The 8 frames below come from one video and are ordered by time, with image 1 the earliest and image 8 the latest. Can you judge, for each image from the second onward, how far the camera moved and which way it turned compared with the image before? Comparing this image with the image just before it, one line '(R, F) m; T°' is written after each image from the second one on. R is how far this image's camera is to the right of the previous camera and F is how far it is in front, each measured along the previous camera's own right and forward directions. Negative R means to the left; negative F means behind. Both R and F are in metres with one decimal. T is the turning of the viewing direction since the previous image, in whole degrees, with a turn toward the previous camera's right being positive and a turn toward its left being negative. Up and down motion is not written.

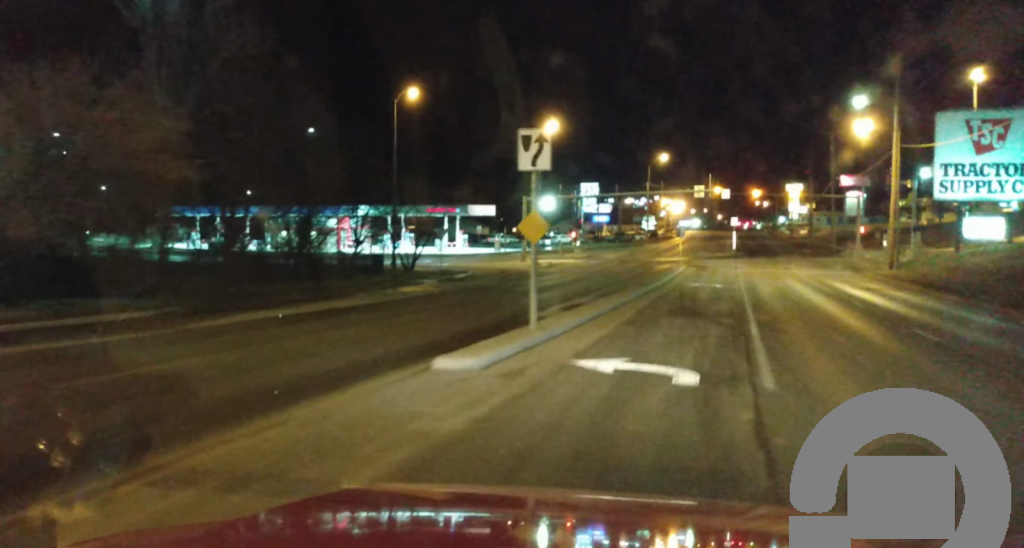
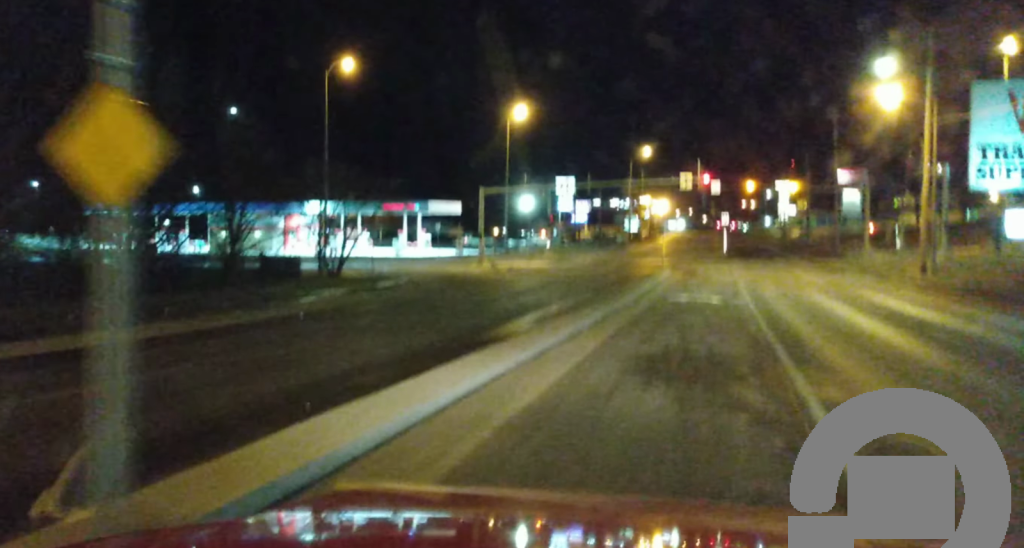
(+0.2, +13.2) m; +1°
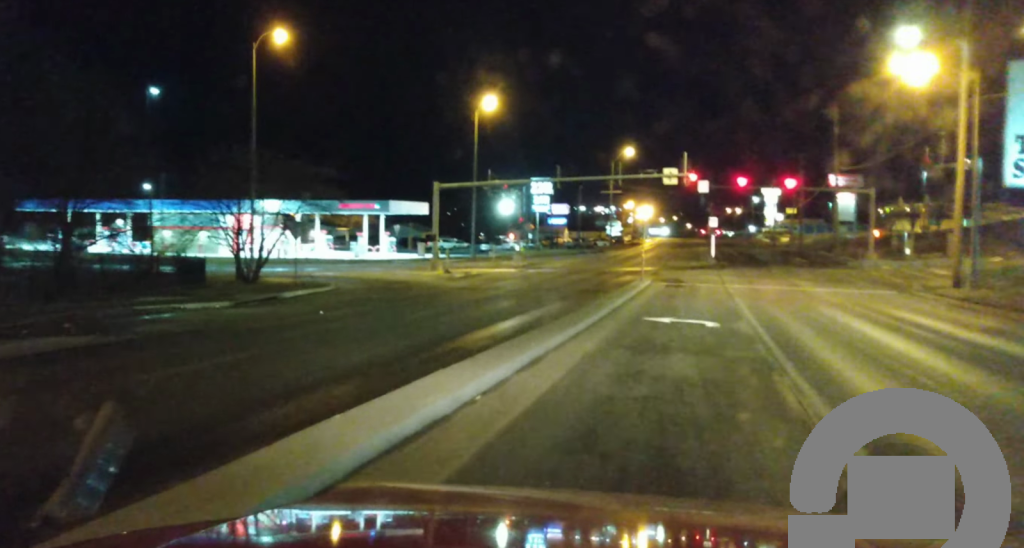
(+0.1, +10.1) m; -1°
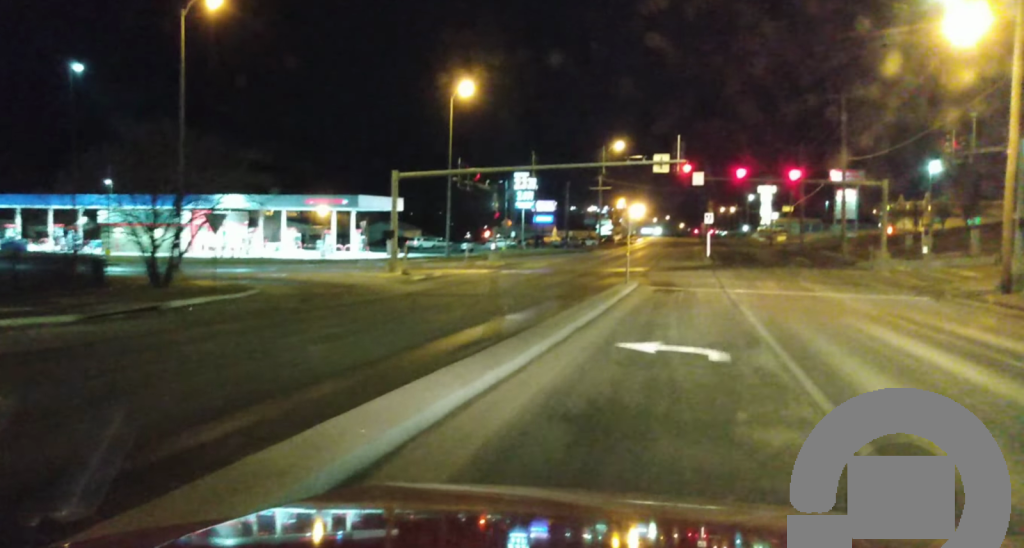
(-0.1, +8.1) m; -1°
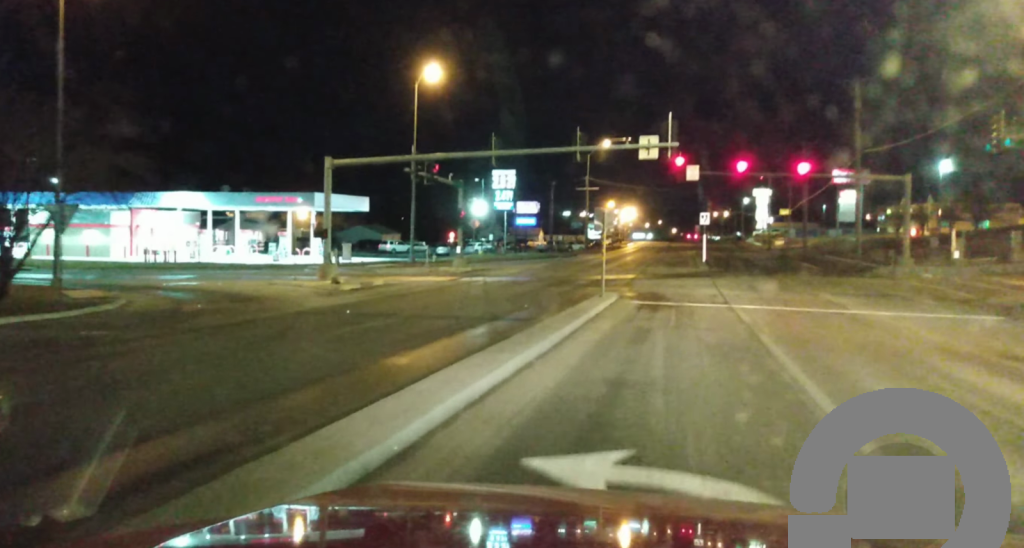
(0.0, +10.1) m; +1°
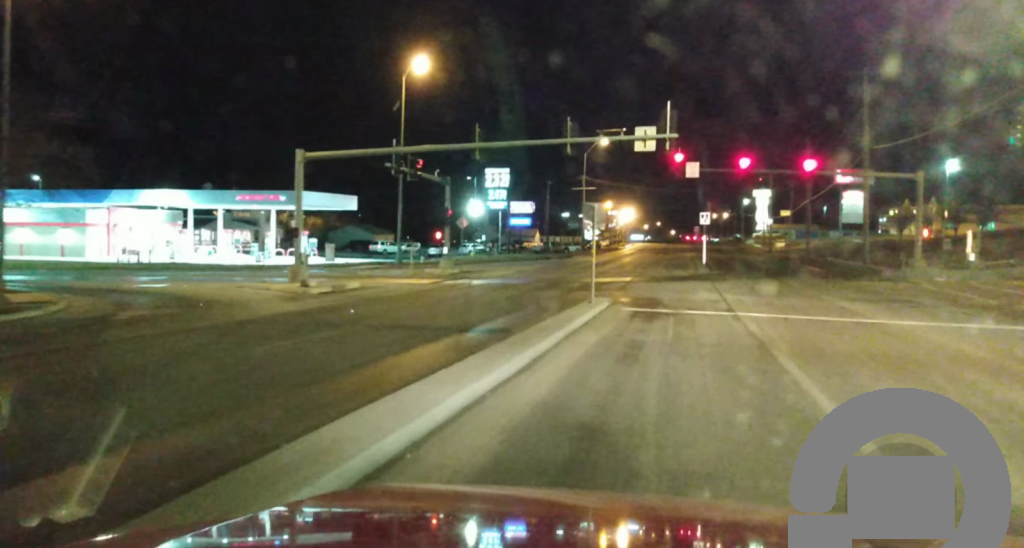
(0.0, +3.3) m; 0°
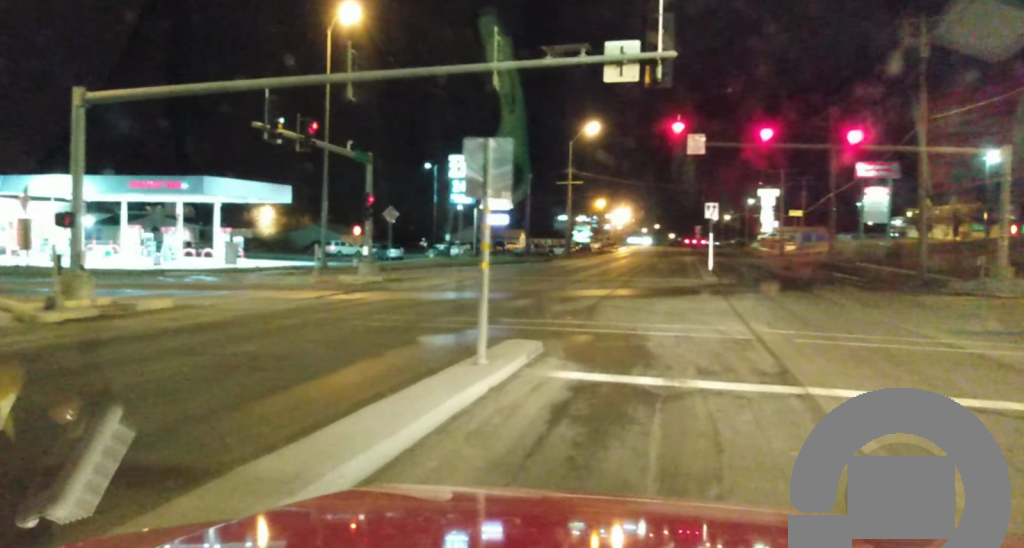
(-0.1, +15.9) m; -1°
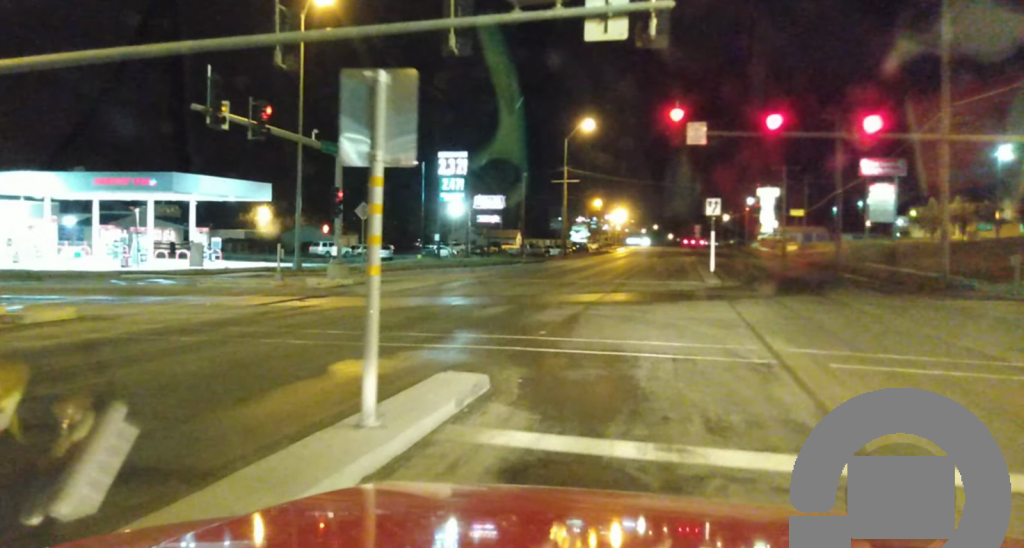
(0.0, +5.4) m; +1°
